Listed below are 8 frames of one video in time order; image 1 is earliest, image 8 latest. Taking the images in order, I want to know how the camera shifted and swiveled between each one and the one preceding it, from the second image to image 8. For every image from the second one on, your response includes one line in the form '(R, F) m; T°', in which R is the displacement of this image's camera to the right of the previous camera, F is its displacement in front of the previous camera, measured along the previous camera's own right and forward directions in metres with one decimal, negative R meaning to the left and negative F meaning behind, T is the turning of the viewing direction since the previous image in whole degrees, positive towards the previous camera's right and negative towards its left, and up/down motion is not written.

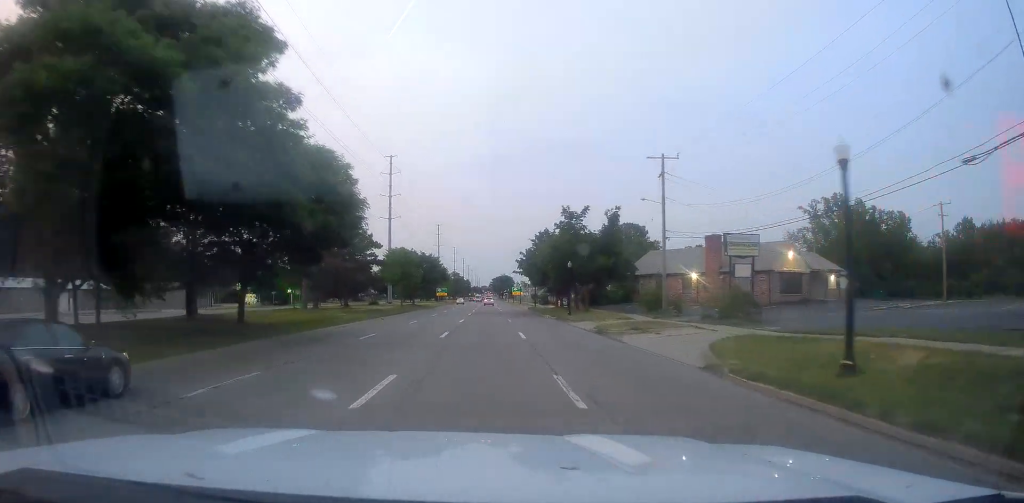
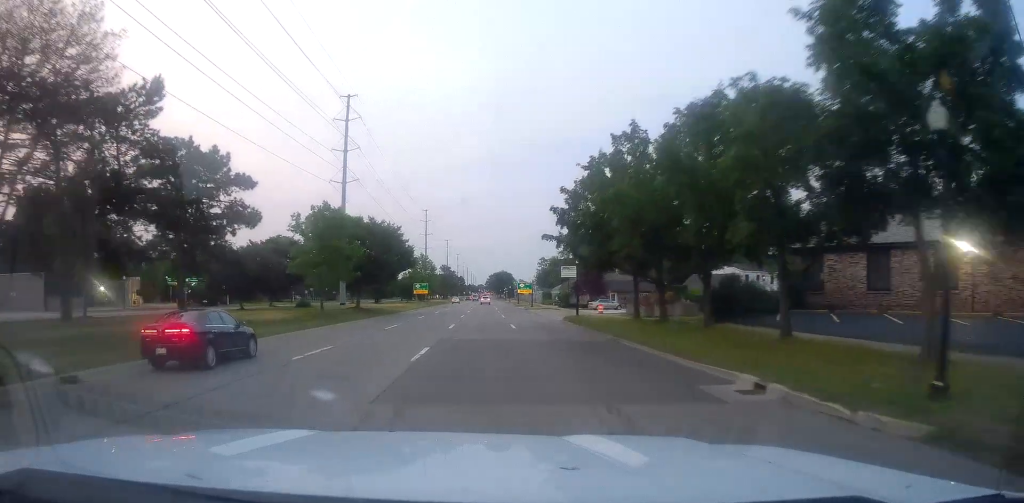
(-0.2, +39.1) m; +1°
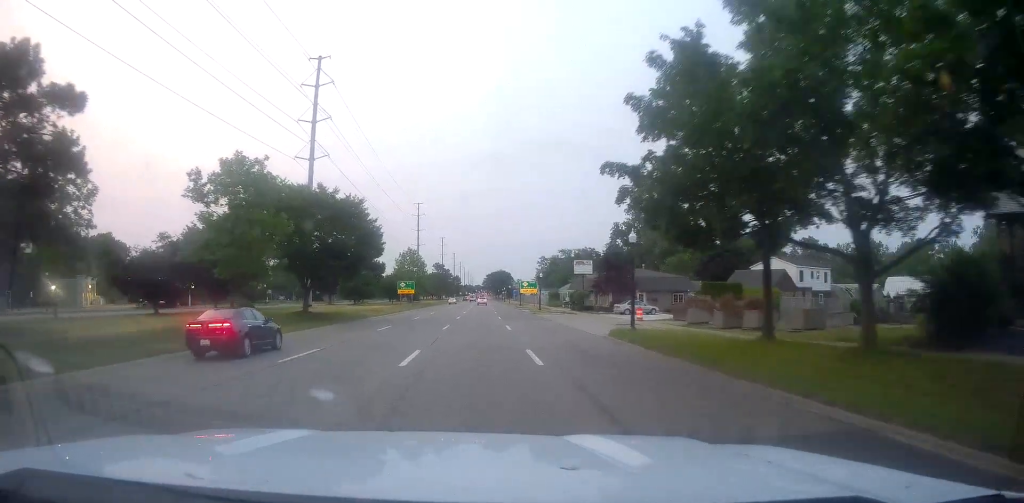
(+0.4, +15.9) m; 0°
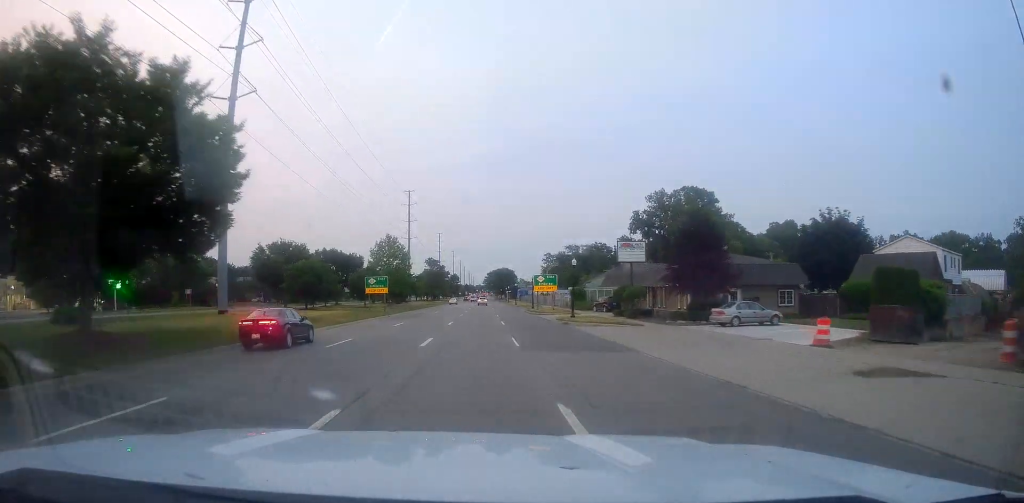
(-0.6, +24.7) m; 0°
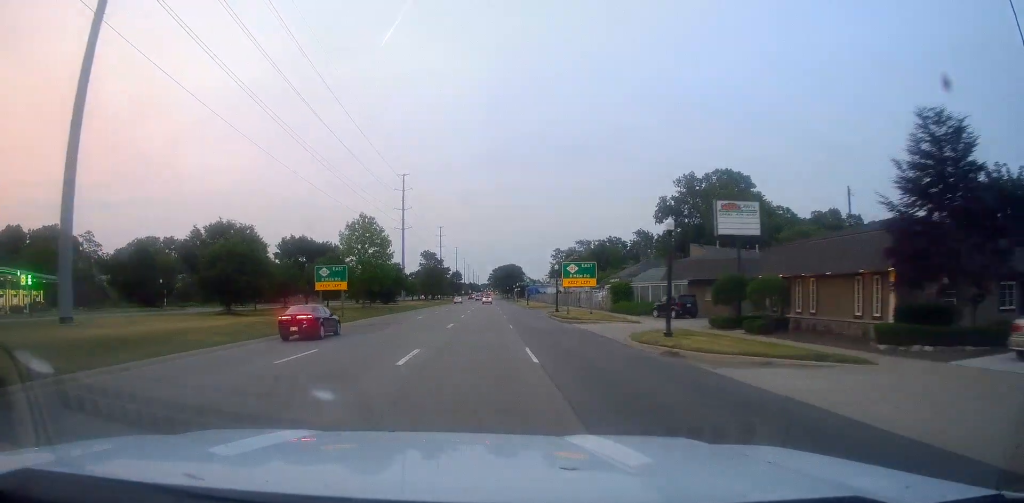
(+0.6, +21.0) m; 0°
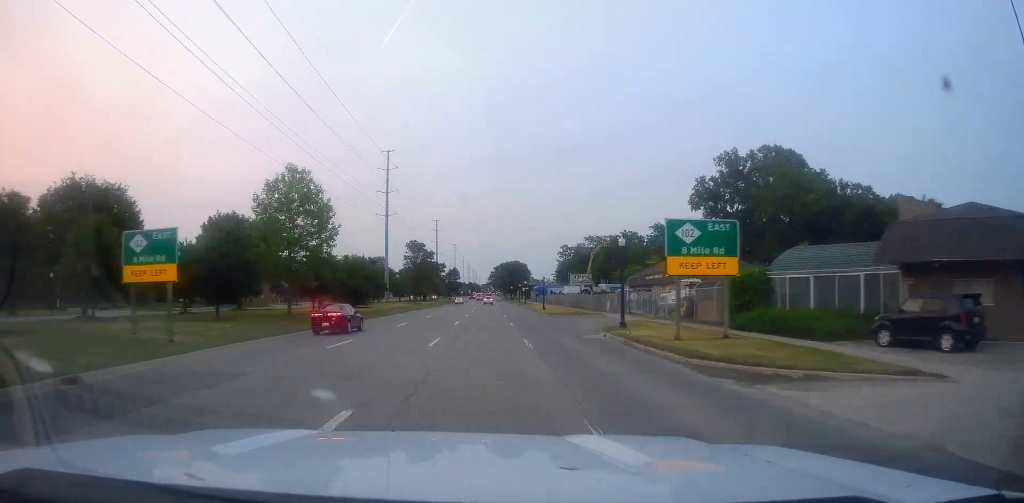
(-0.6, +25.3) m; -2°
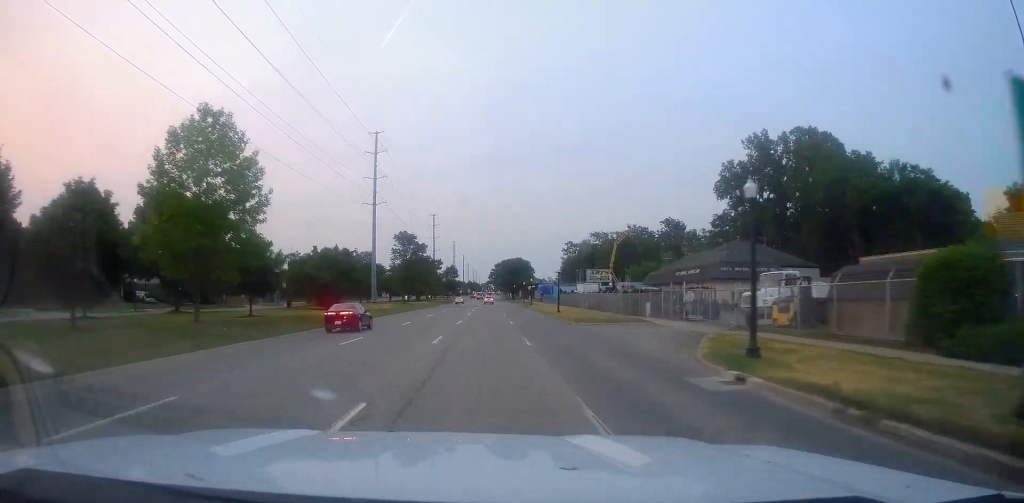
(-0.1, +13.7) m; 0°
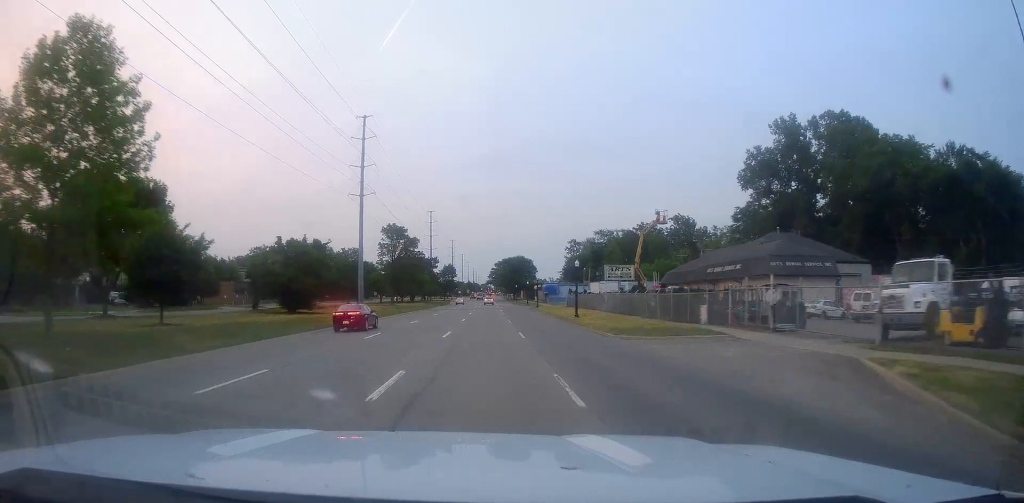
(0.0, +10.9) m; 0°
